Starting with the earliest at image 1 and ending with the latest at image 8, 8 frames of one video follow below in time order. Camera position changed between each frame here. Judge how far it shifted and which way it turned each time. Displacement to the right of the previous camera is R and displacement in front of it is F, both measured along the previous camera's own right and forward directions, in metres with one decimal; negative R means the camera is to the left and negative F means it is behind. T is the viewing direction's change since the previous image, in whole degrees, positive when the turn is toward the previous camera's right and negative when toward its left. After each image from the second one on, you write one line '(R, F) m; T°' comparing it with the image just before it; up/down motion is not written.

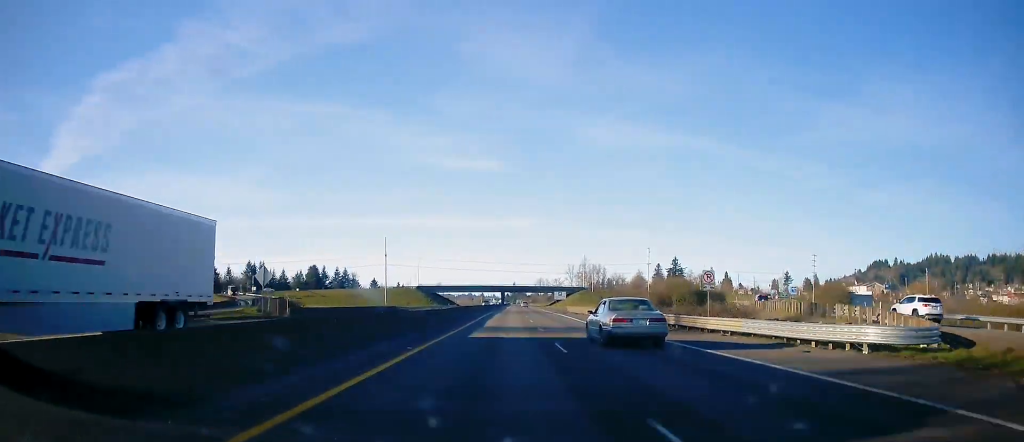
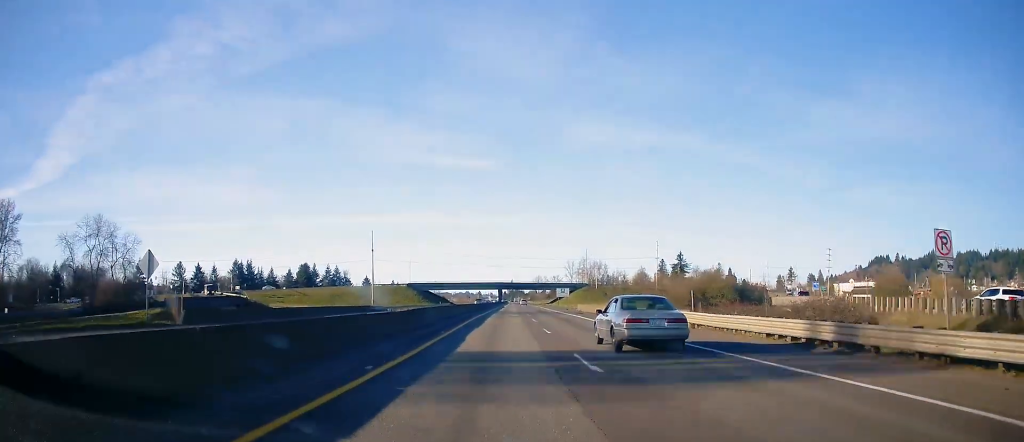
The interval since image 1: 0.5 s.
(+0.1, +16.6) m; +1°
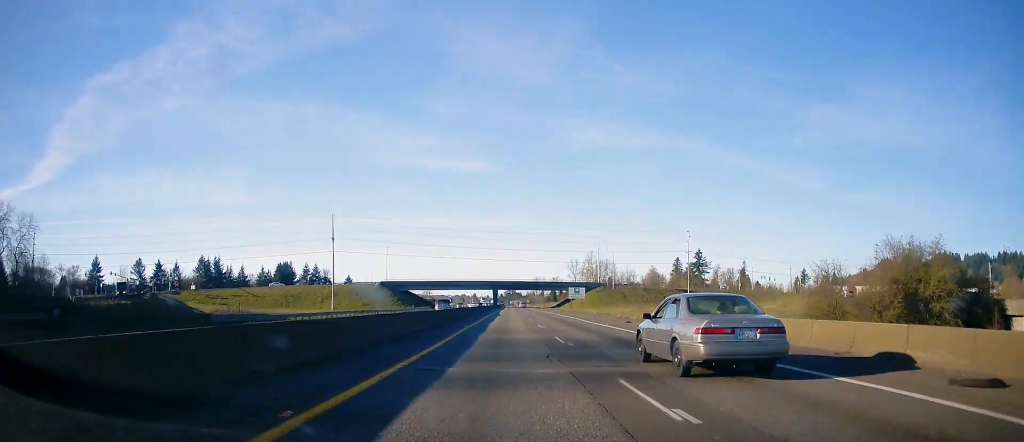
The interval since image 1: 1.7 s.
(+0.4, +41.1) m; +1°
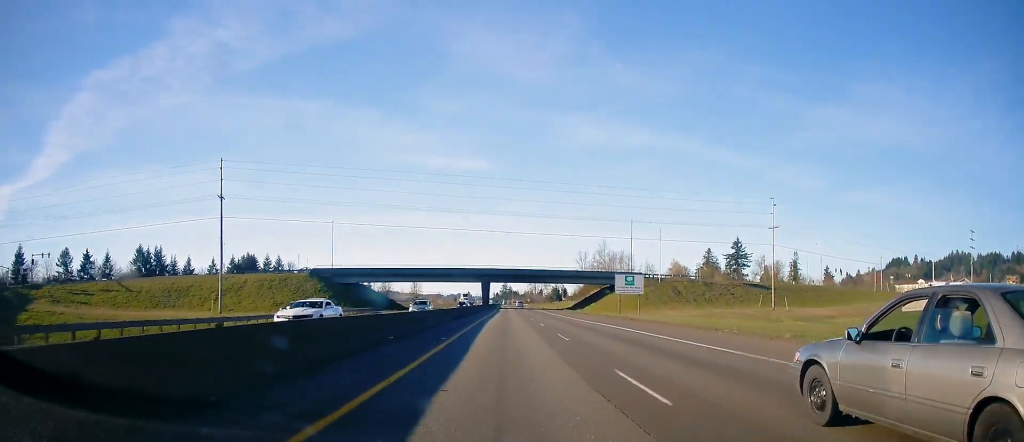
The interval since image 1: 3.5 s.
(+0.1, +60.0) m; 0°
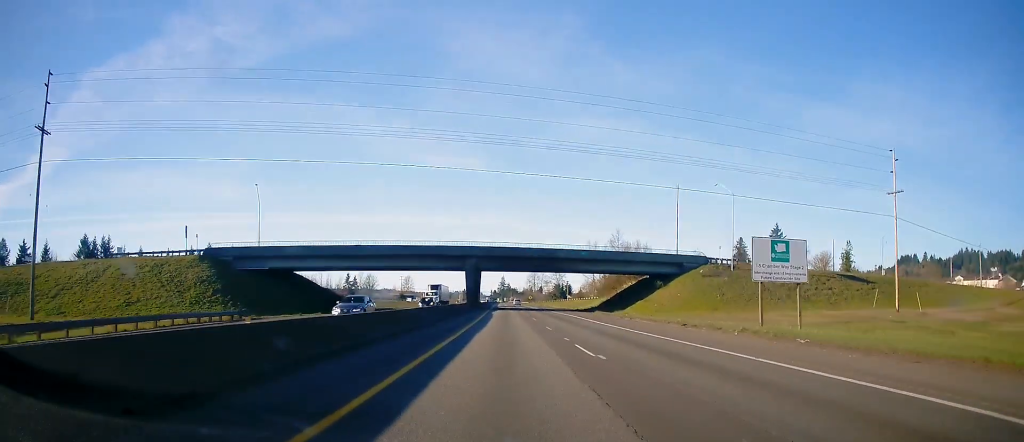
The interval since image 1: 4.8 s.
(-0.1, +42.3) m; 0°
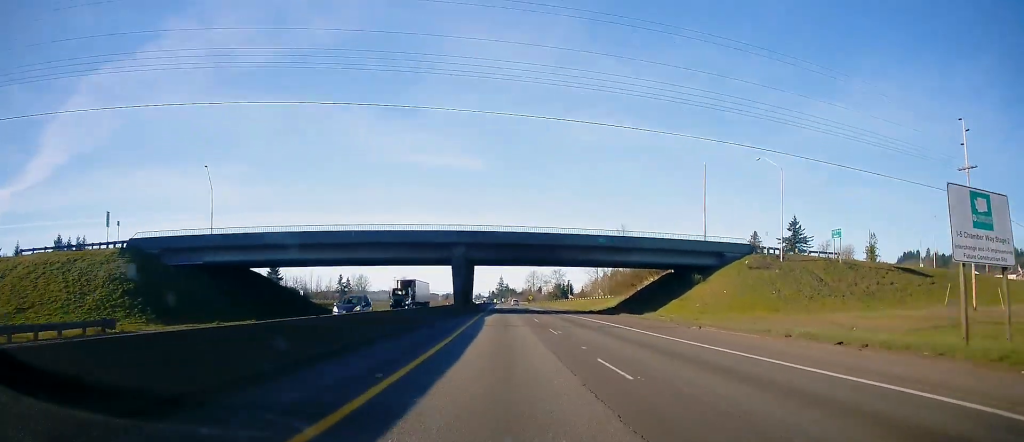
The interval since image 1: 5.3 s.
(-0.1, +16.7) m; 0°
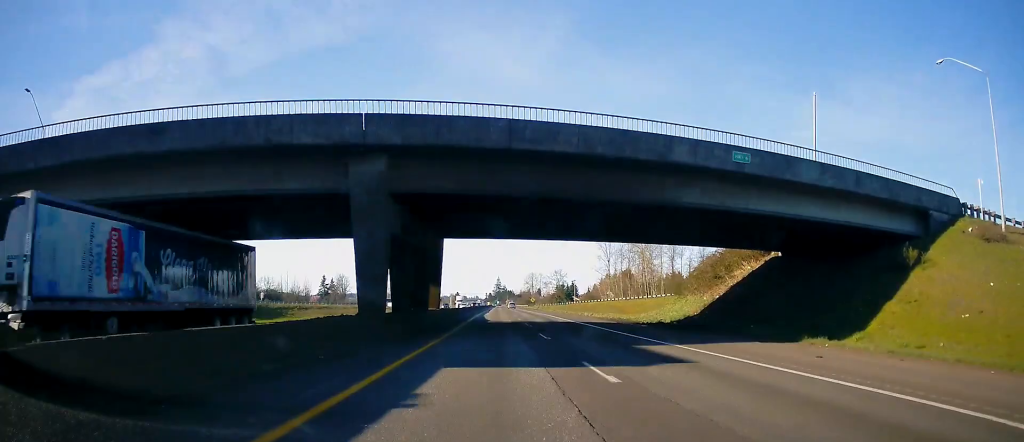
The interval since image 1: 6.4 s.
(+0.4, +36.7) m; 0°
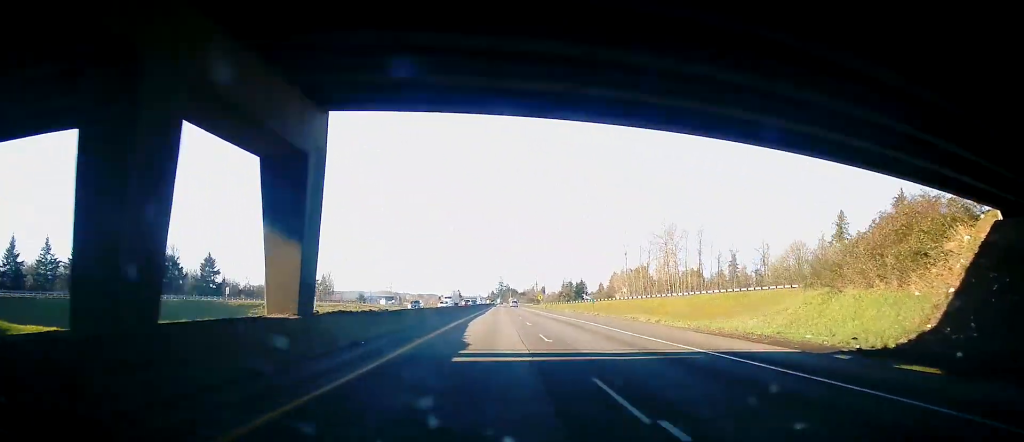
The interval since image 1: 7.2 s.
(-0.3, +27.8) m; 0°
